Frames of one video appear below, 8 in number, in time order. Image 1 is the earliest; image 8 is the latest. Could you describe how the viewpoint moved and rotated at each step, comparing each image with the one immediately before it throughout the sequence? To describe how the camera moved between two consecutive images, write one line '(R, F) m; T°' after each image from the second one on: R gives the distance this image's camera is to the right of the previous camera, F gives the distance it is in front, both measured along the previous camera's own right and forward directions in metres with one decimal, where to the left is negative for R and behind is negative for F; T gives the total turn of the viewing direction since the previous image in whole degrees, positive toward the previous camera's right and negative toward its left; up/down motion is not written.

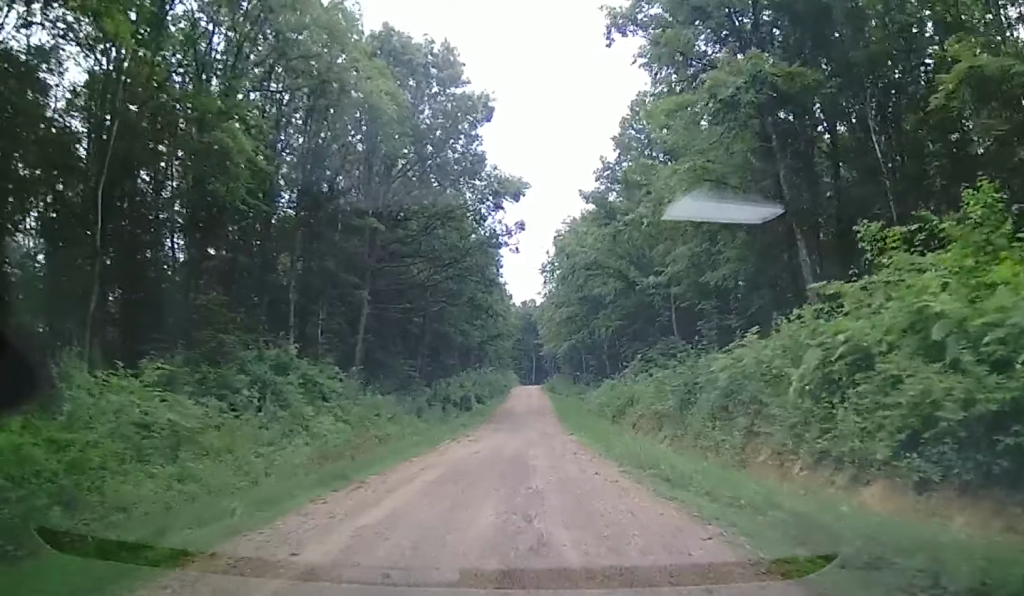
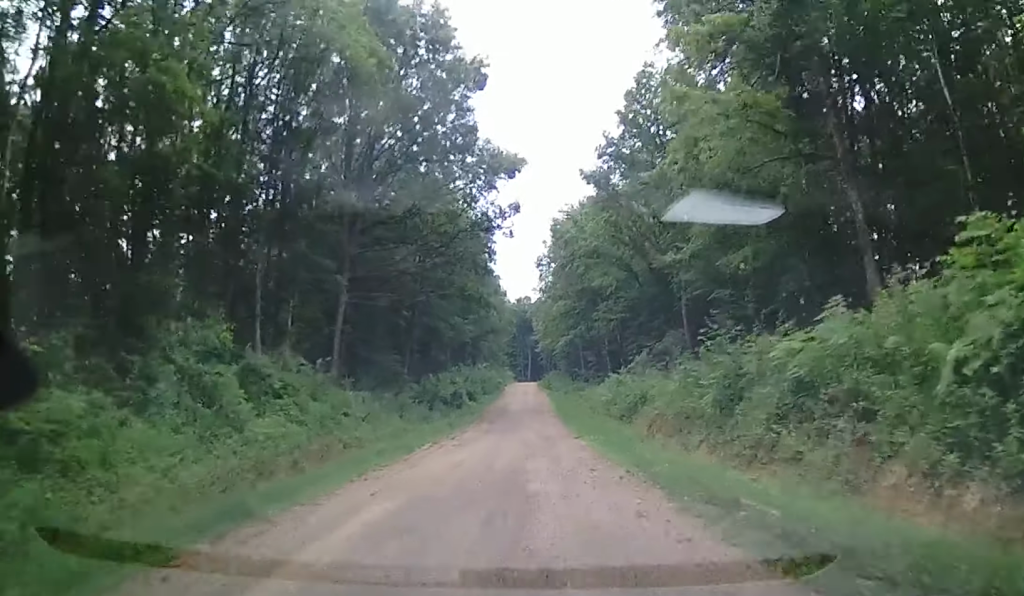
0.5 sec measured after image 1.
(+0.1, +4.1) m; +1°
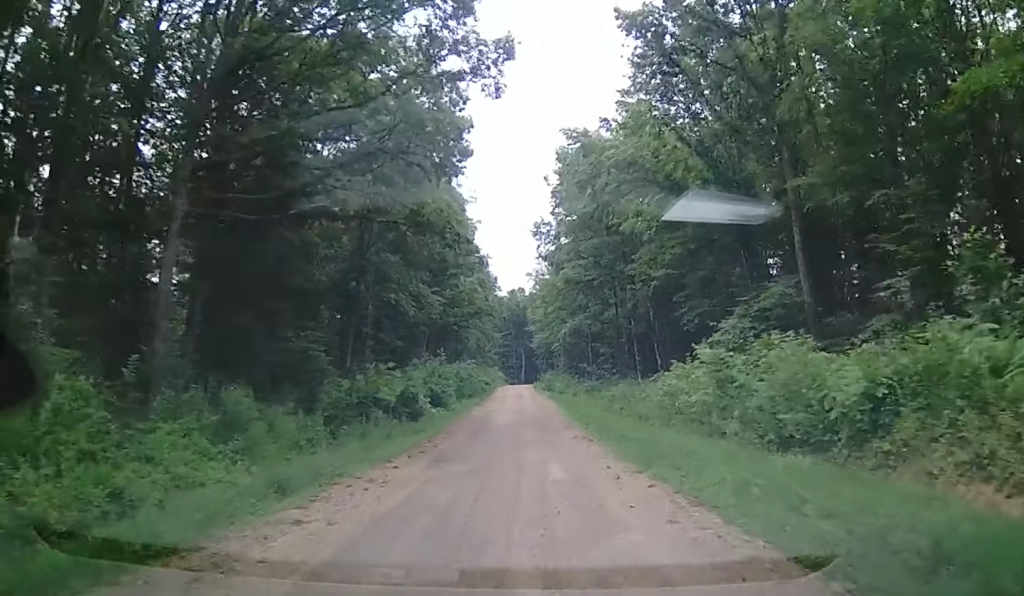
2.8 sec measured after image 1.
(+0.8, +20.5) m; +4°
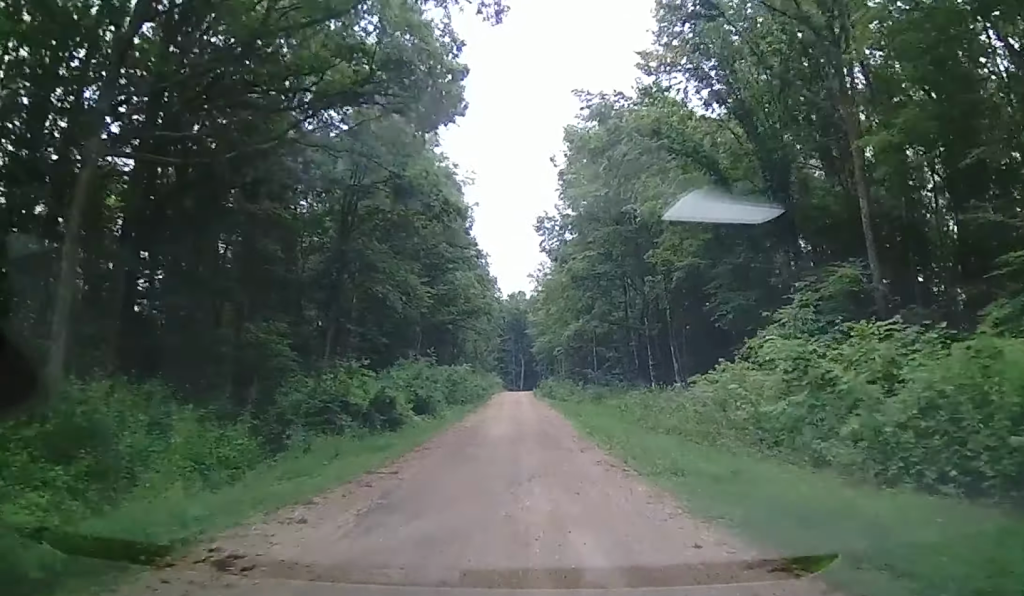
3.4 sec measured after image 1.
(0.0, +5.7) m; 0°
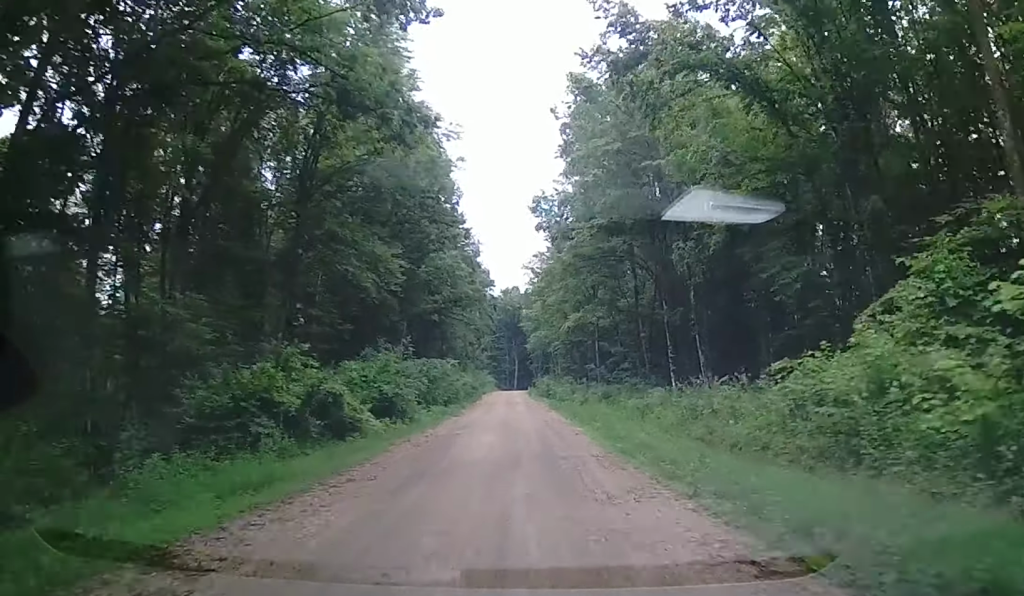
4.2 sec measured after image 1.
(0.0, +8.1) m; -4°
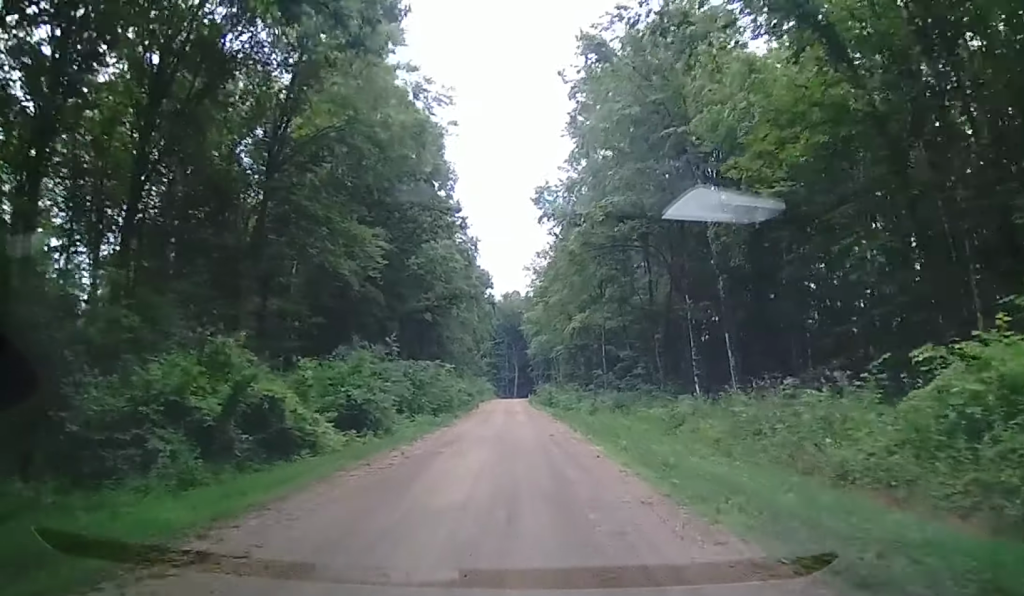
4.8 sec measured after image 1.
(-0.3, +5.6) m; -2°
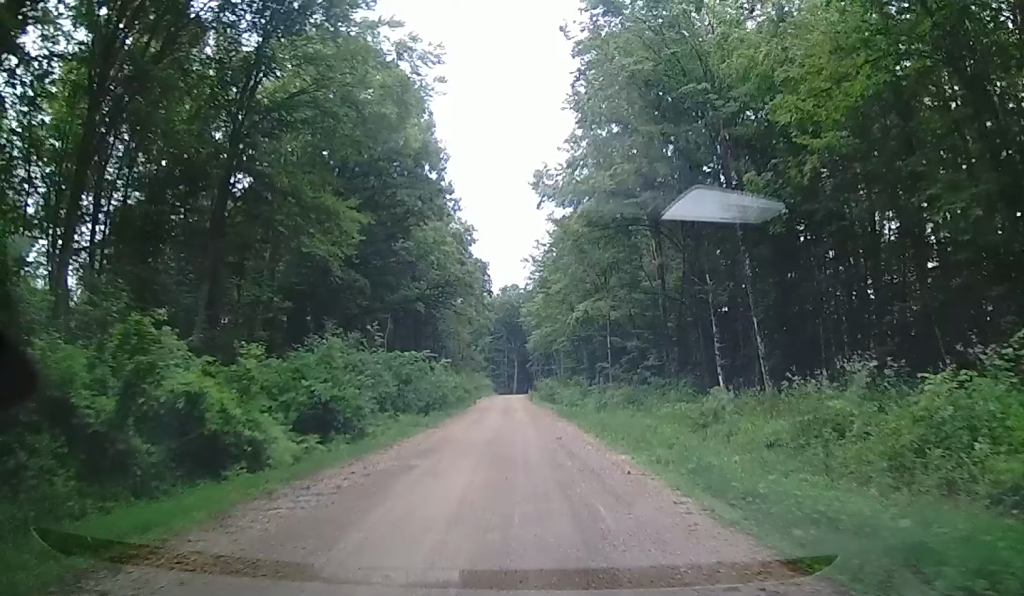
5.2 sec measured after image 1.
(-0.2, +4.3) m; -2°
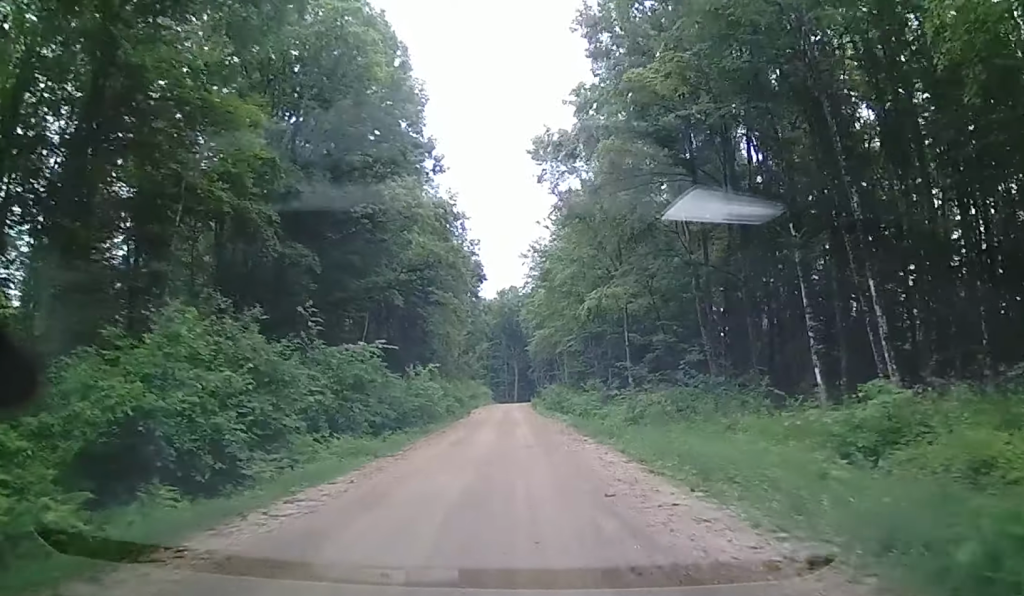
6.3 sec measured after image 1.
(0.0, +10.5) m; +4°
